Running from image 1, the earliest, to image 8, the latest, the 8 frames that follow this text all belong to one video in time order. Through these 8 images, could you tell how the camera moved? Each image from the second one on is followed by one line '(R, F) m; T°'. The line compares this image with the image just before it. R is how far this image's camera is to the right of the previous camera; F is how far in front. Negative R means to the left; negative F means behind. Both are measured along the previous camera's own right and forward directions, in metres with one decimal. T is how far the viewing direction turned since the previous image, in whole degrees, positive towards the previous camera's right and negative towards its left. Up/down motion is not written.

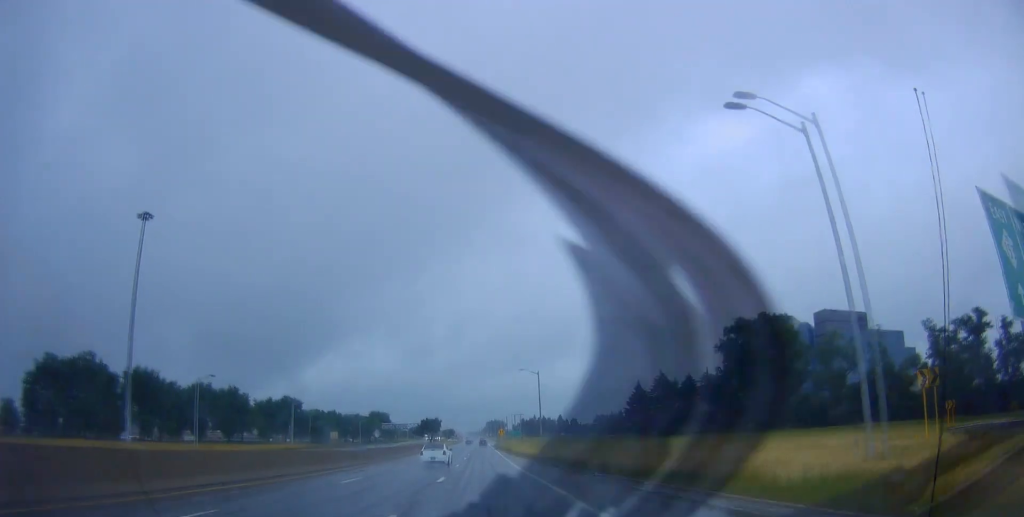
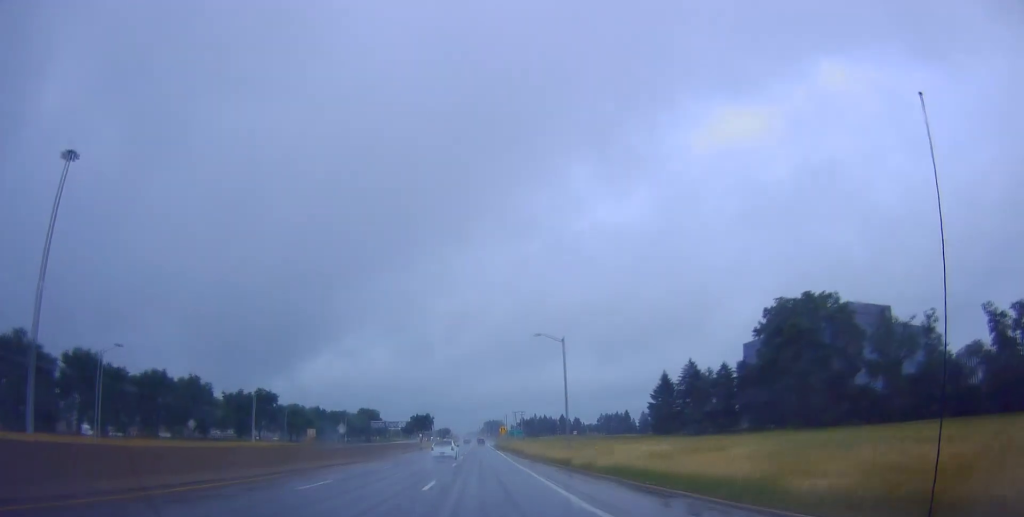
(+0.1, +20.2) m; 0°
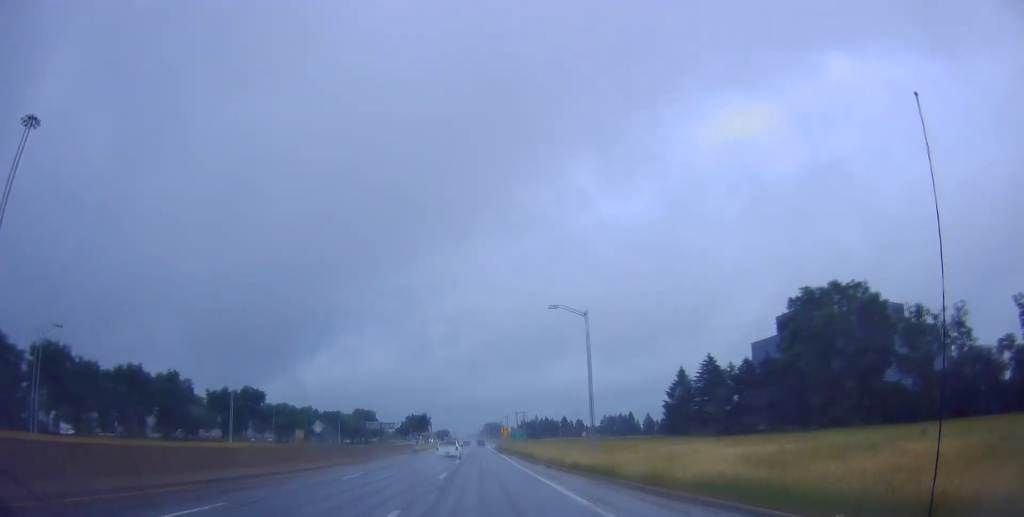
(0.0, +9.7) m; +1°
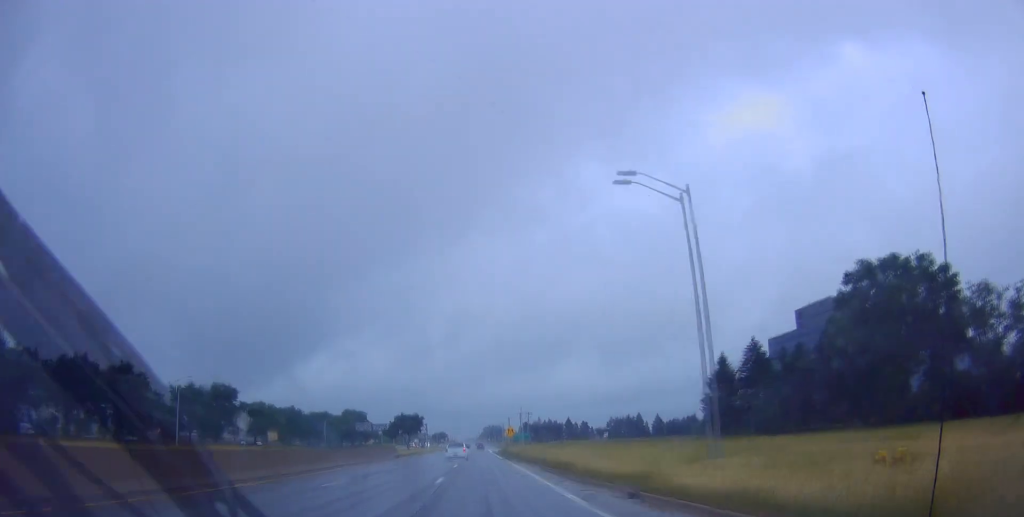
(+0.2, +18.3) m; +1°
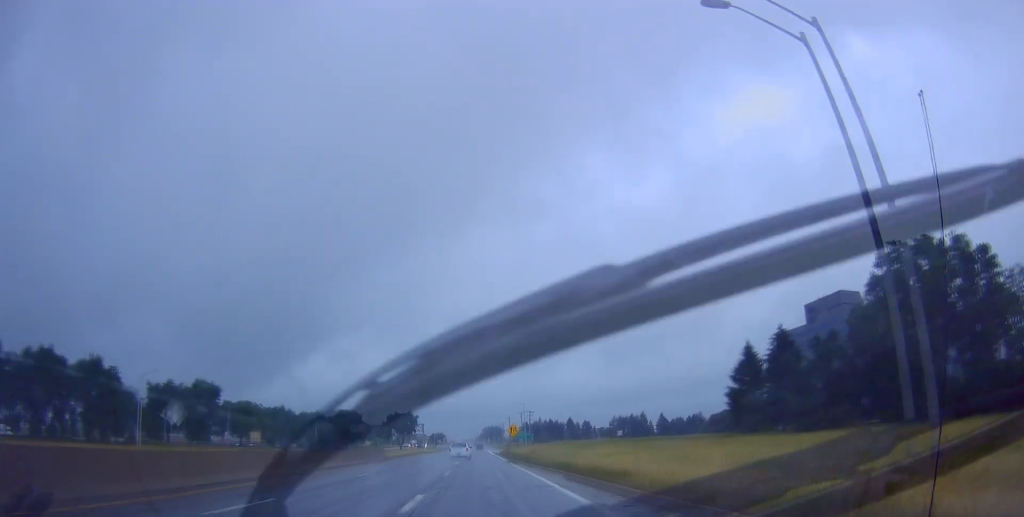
(+0.2, +9.3) m; 0°
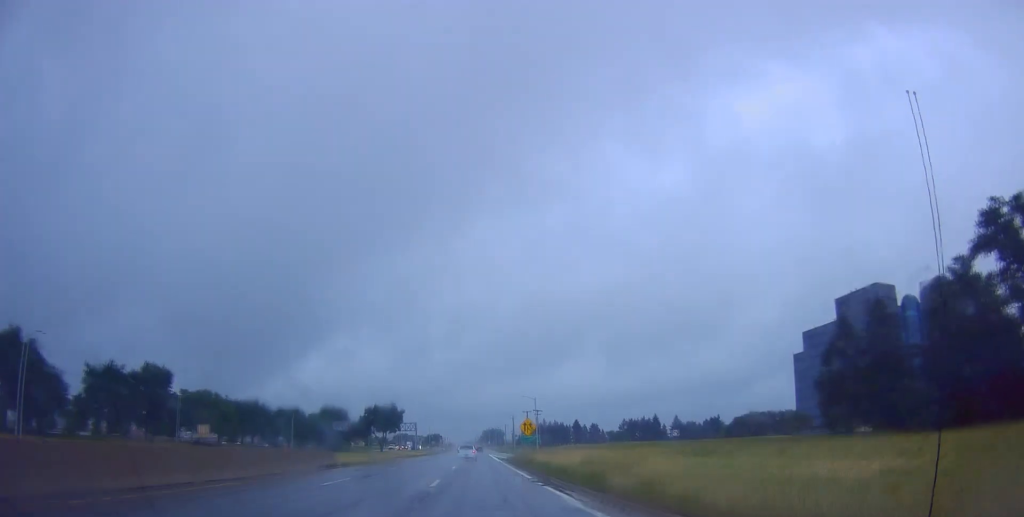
(-0.4, +22.5) m; 0°
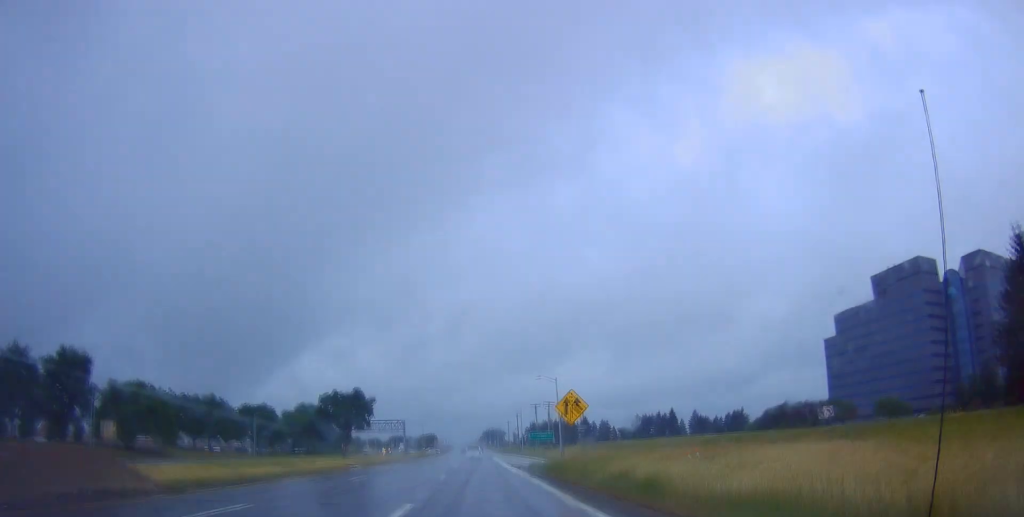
(+0.3, +26.2) m; 0°
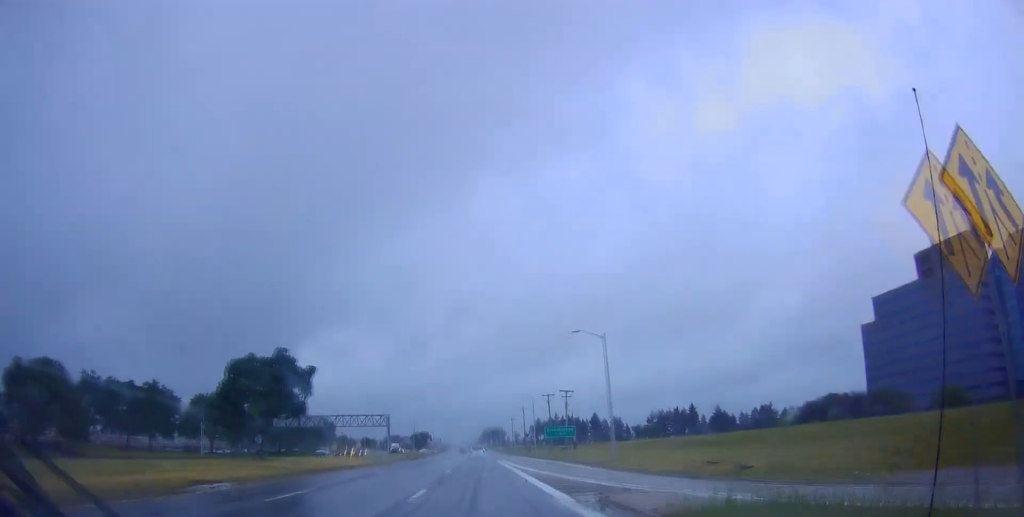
(0.0, +24.9) m; 0°
